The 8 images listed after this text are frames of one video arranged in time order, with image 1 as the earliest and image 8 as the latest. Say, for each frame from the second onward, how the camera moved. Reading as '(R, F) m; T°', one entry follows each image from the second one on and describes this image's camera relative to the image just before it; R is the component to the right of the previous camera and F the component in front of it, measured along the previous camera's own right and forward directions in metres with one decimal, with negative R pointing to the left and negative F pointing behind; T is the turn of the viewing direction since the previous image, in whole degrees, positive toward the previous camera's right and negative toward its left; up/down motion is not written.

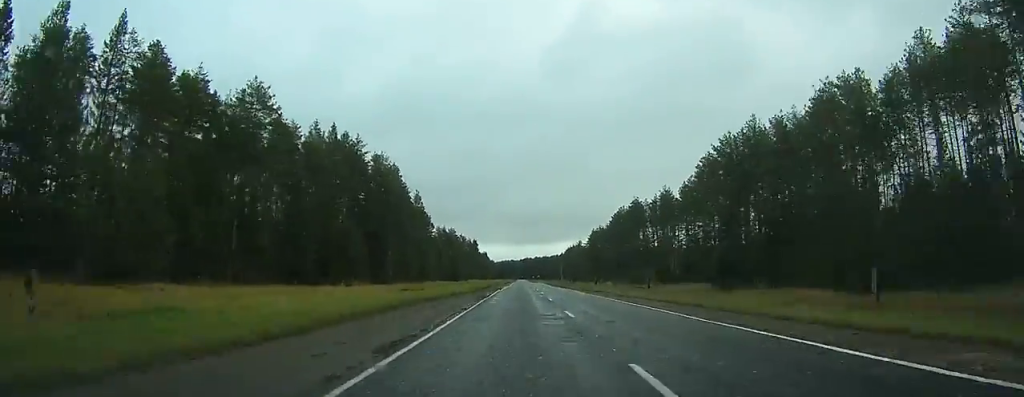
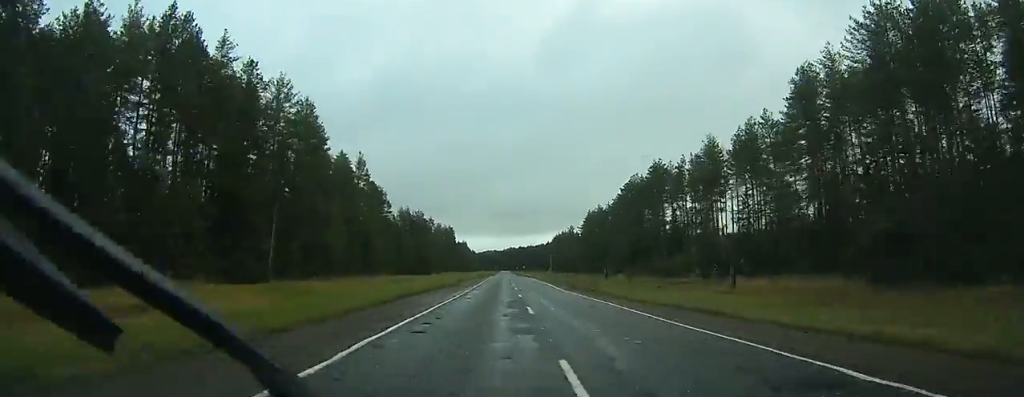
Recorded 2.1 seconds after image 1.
(+0.4, +47.7) m; +1°
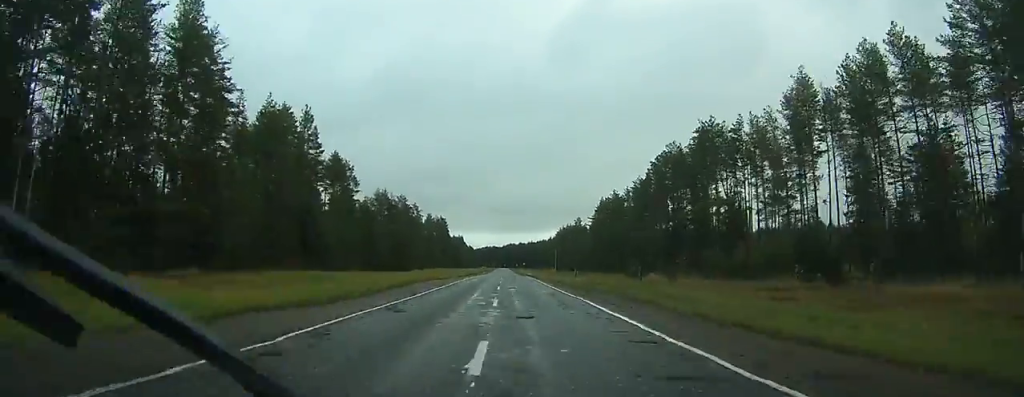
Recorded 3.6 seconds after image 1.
(+0.4, +35.5) m; 0°
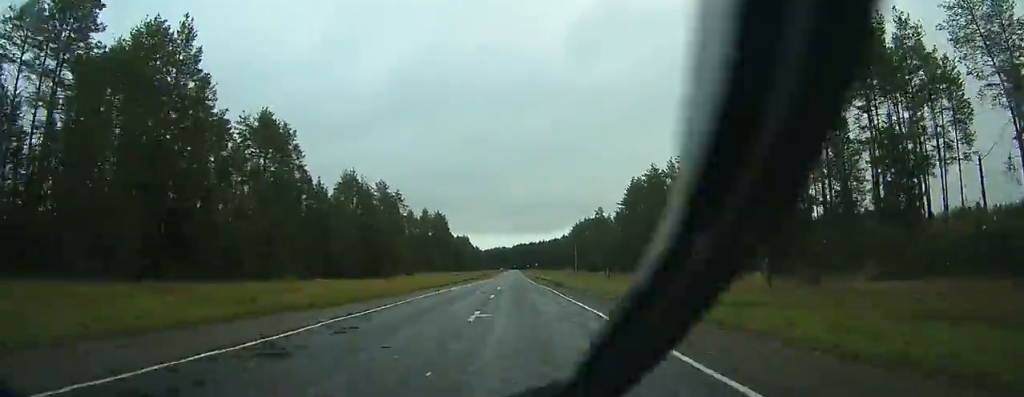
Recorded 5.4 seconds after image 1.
(0.0, +41.6) m; 0°
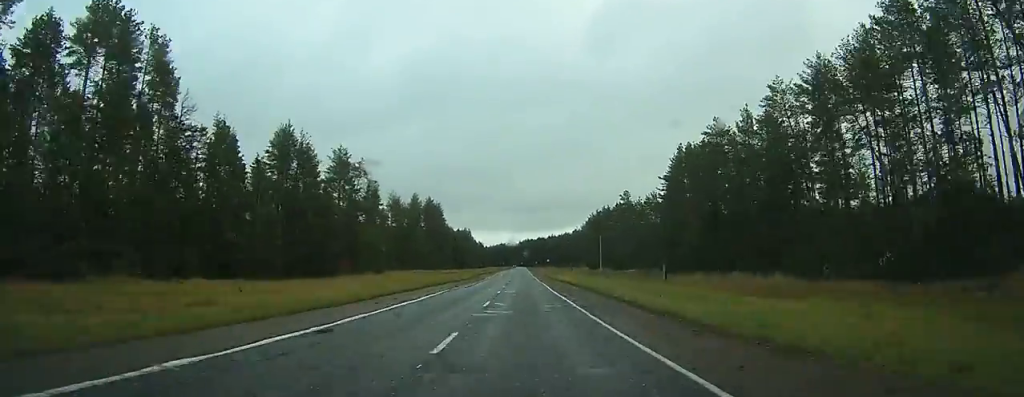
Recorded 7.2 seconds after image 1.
(-0.2, +41.6) m; -1°
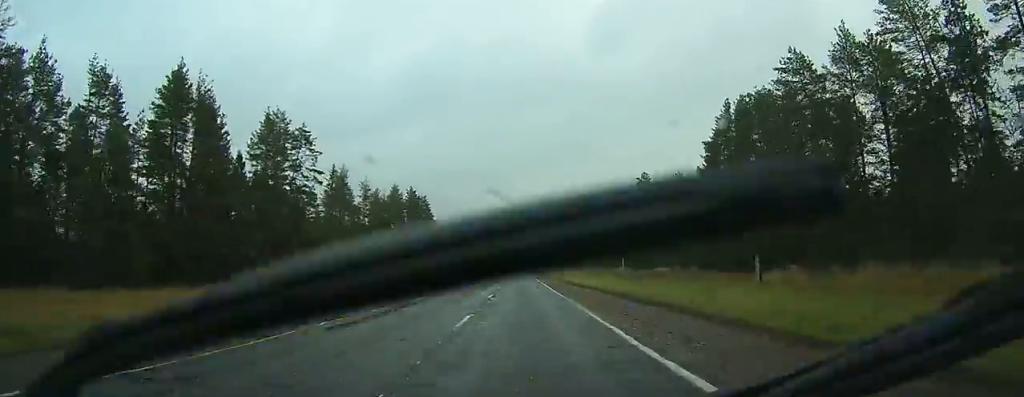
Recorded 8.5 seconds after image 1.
(-0.1, +30.8) m; 0°
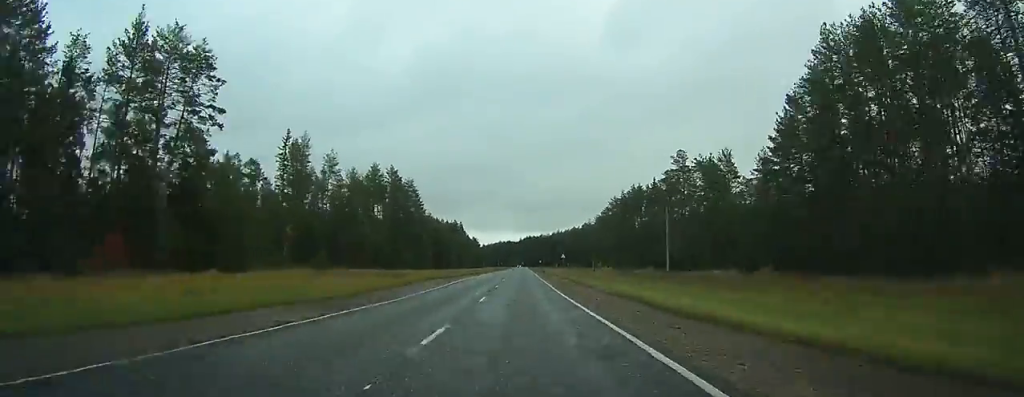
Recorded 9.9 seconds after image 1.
(-0.1, +30.8) m; 0°
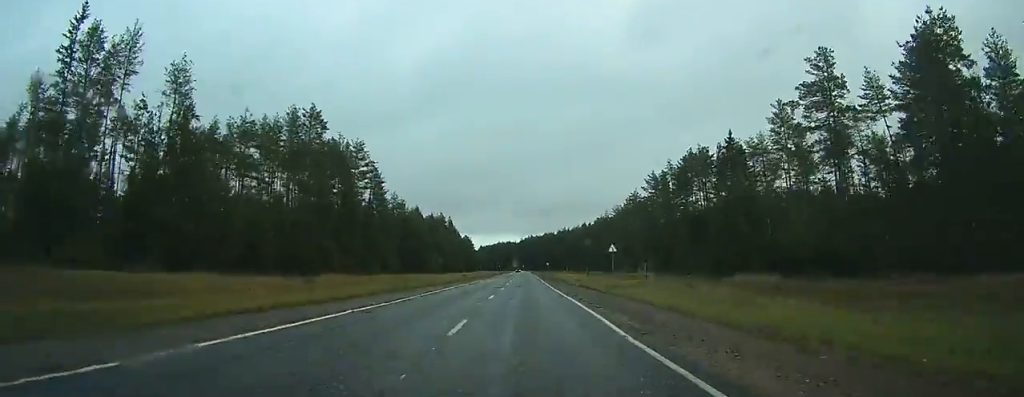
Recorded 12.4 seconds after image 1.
(0.0, +58.7) m; 0°
